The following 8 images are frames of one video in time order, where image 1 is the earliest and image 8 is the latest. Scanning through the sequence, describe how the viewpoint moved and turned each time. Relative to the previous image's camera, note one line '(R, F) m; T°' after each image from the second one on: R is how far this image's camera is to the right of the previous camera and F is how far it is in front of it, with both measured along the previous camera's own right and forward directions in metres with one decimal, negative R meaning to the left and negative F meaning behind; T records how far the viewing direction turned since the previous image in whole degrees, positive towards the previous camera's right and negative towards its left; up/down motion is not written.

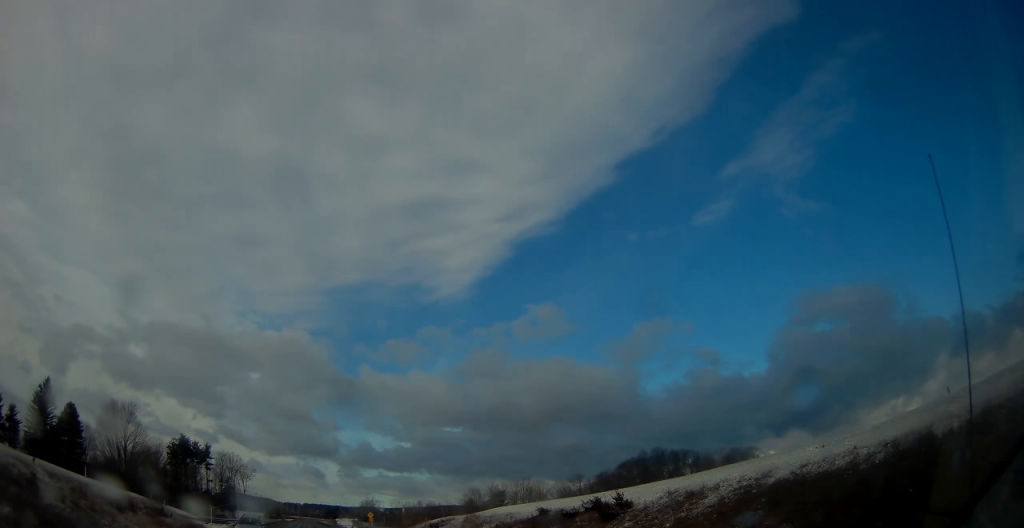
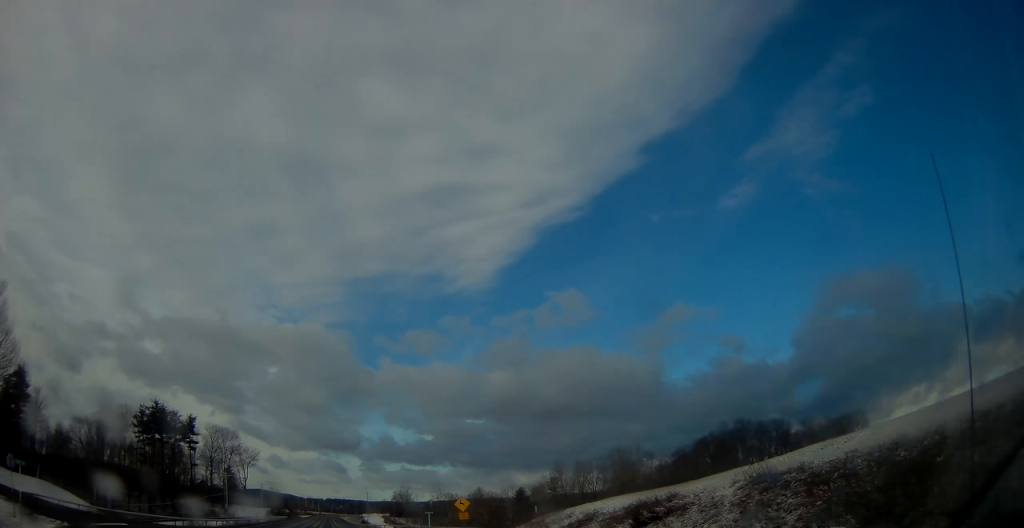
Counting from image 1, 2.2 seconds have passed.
(-0.6, +53.5) m; -2°
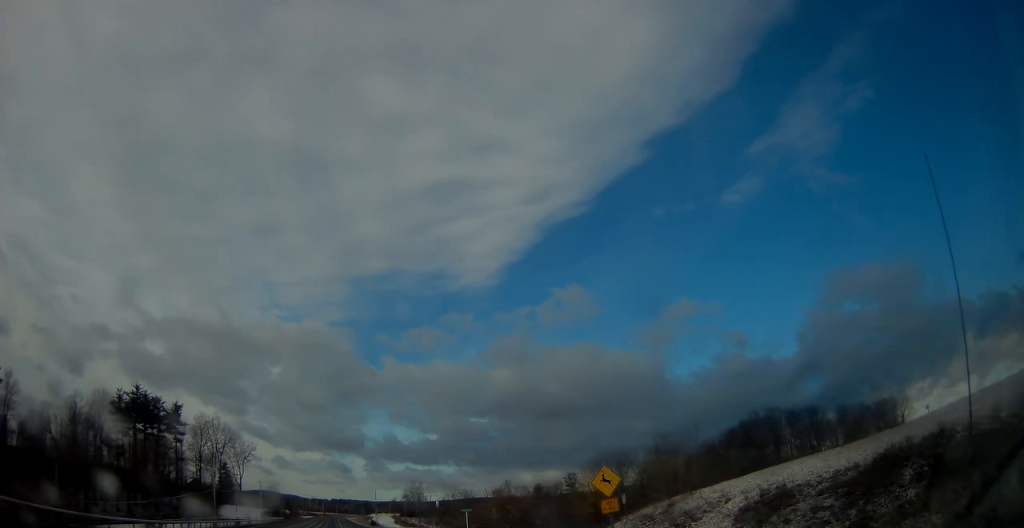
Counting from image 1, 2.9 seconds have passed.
(-0.1, +19.3) m; -1°
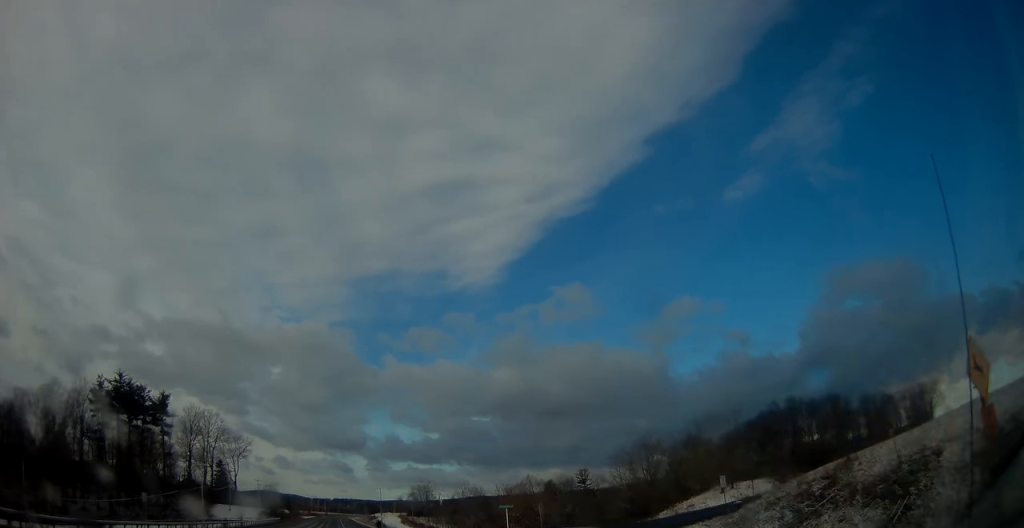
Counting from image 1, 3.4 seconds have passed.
(0.0, +12.6) m; 0°
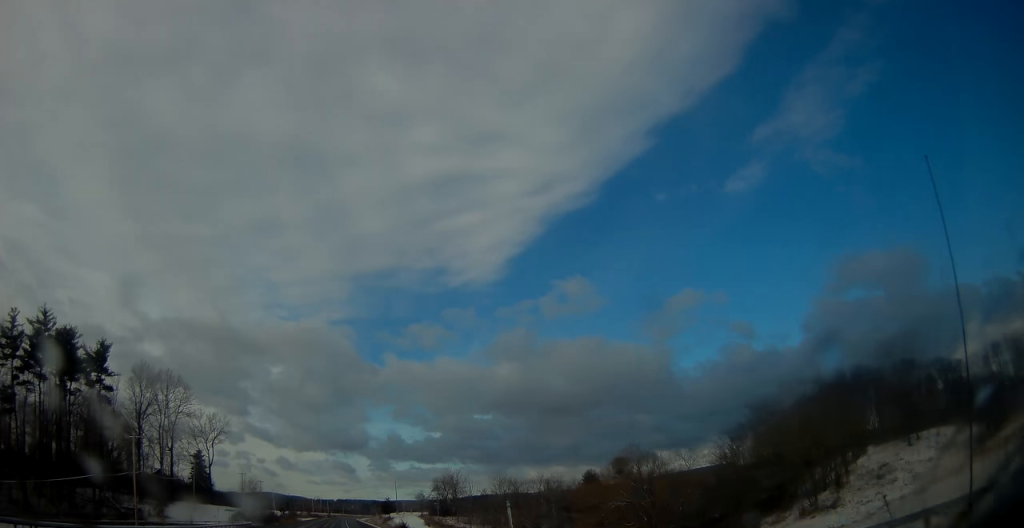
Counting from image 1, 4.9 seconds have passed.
(-0.3, +38.4) m; 0°
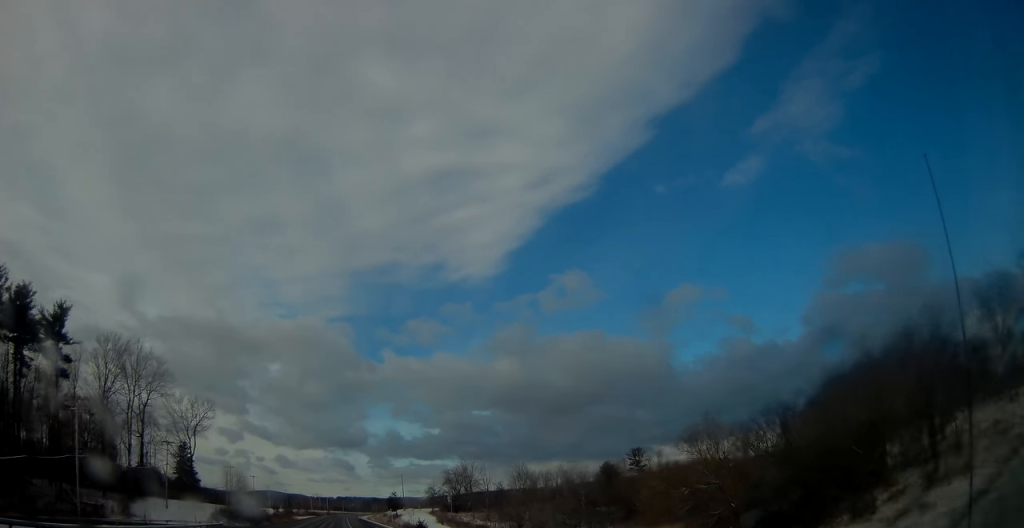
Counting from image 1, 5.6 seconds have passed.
(0.0, +16.4) m; 0°
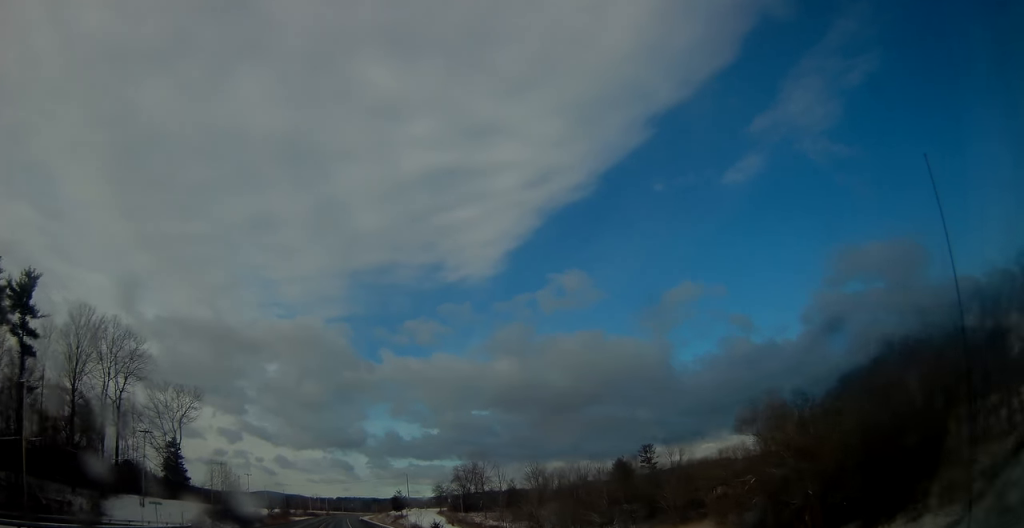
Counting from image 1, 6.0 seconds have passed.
(+0.1, +10.5) m; 0°
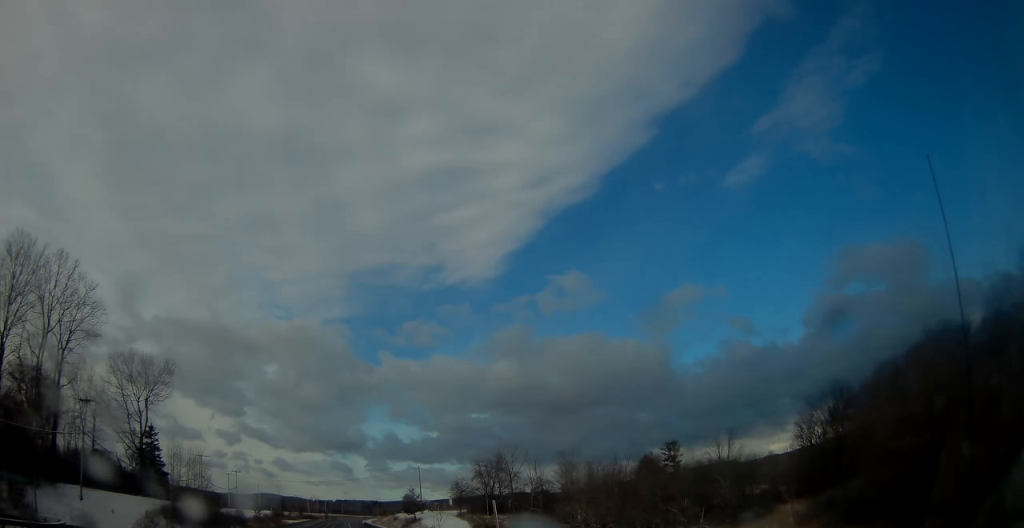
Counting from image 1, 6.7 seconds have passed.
(0.0, +19.2) m; 0°
